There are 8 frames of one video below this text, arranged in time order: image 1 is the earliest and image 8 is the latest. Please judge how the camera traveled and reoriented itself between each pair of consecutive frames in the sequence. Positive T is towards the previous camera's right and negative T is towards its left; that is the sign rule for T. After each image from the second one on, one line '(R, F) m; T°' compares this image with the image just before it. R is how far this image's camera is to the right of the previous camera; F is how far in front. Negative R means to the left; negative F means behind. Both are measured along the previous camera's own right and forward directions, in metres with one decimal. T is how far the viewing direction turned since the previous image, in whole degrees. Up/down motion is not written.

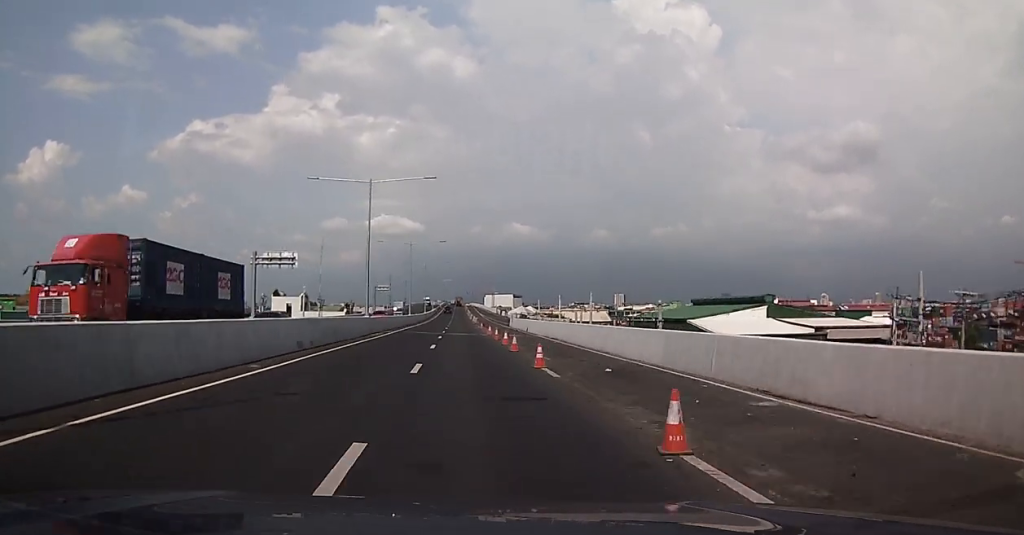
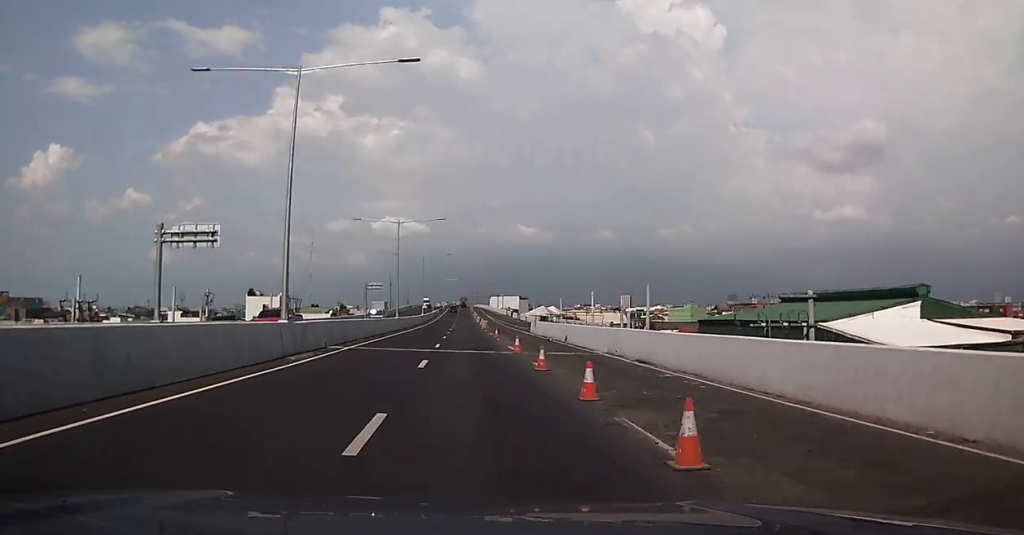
(0.0, +21.7) m; -1°
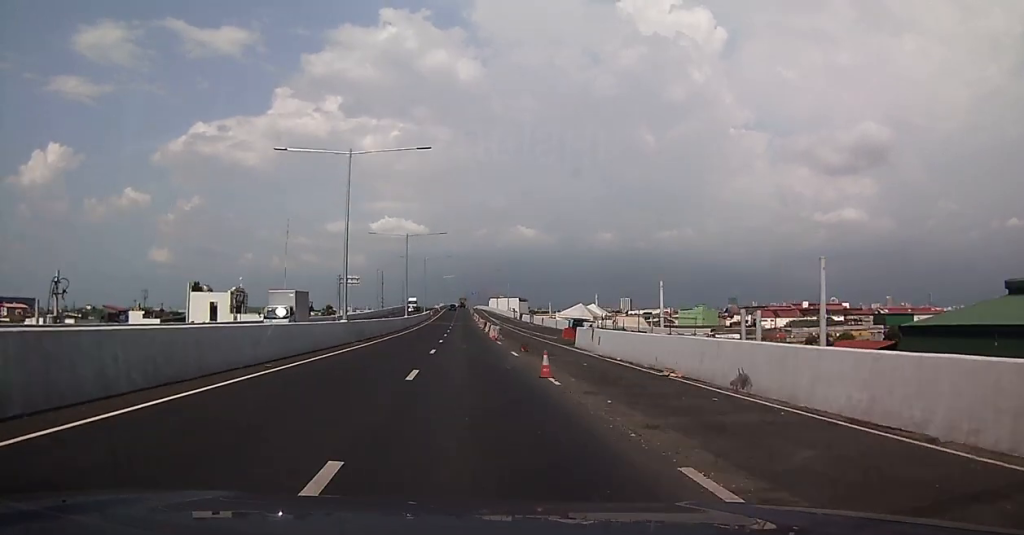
(-0.7, +27.4) m; -1°
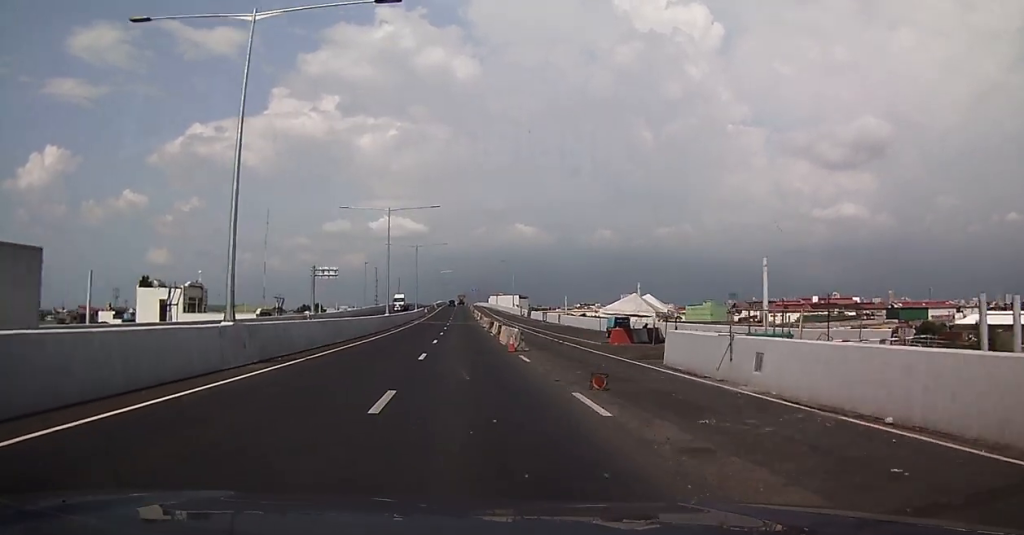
(+0.4, +17.8) m; +1°
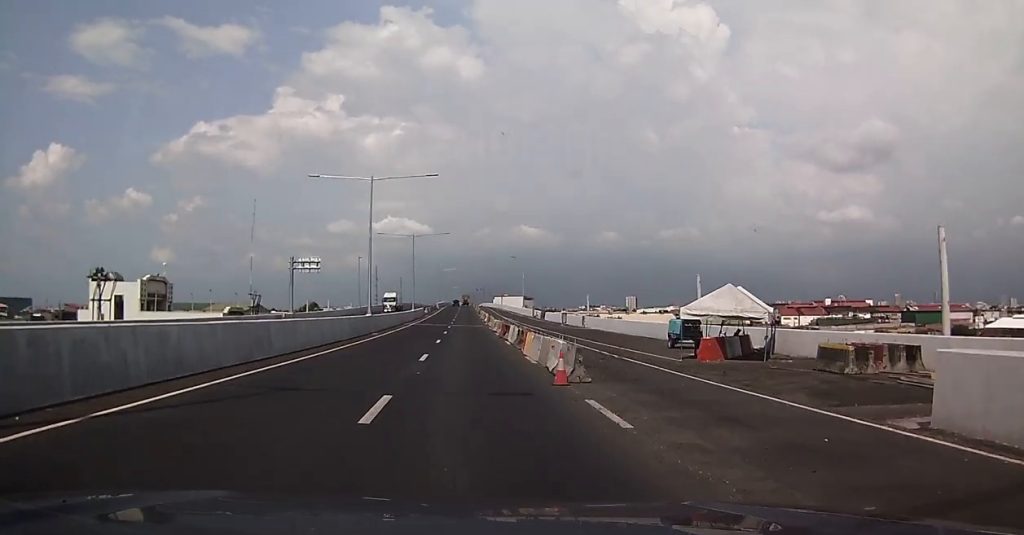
(0.0, +13.5) m; 0°
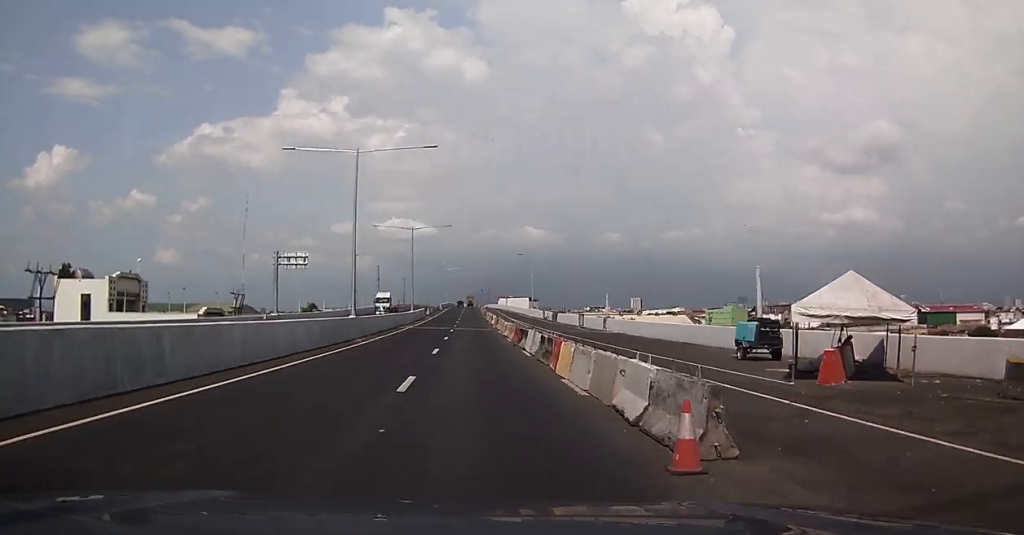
(0.0, +8.4) m; 0°
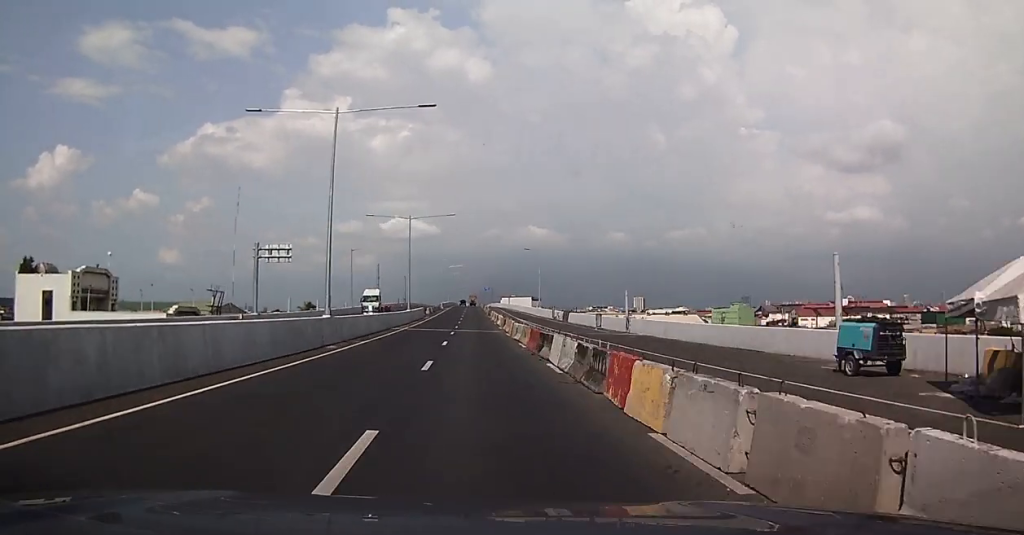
(0.0, +7.7) m; +1°
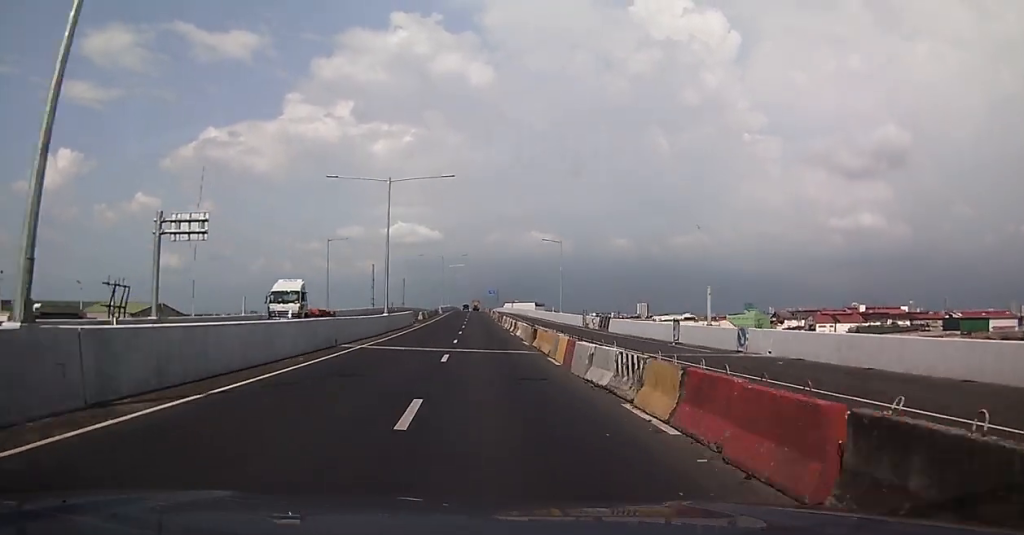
(+0.3, +21.9) m; +1°
